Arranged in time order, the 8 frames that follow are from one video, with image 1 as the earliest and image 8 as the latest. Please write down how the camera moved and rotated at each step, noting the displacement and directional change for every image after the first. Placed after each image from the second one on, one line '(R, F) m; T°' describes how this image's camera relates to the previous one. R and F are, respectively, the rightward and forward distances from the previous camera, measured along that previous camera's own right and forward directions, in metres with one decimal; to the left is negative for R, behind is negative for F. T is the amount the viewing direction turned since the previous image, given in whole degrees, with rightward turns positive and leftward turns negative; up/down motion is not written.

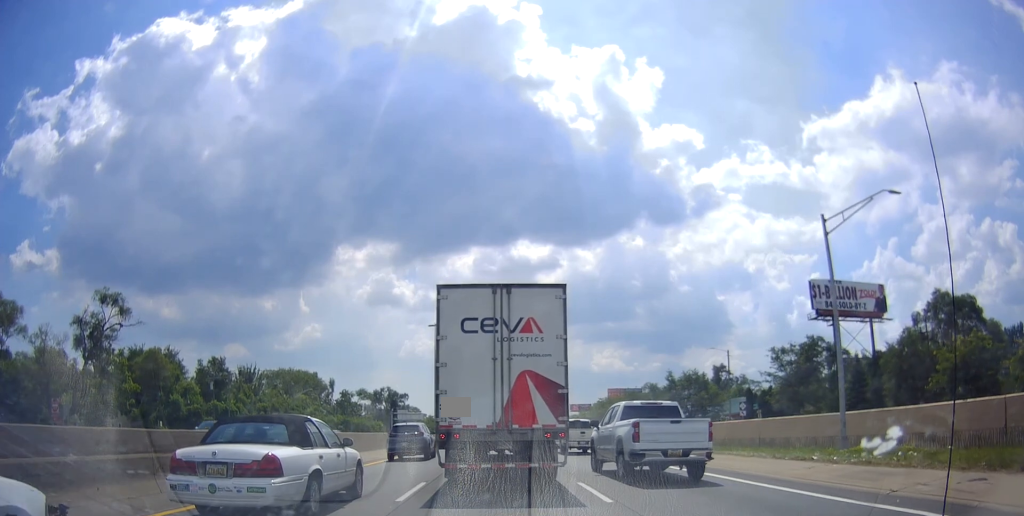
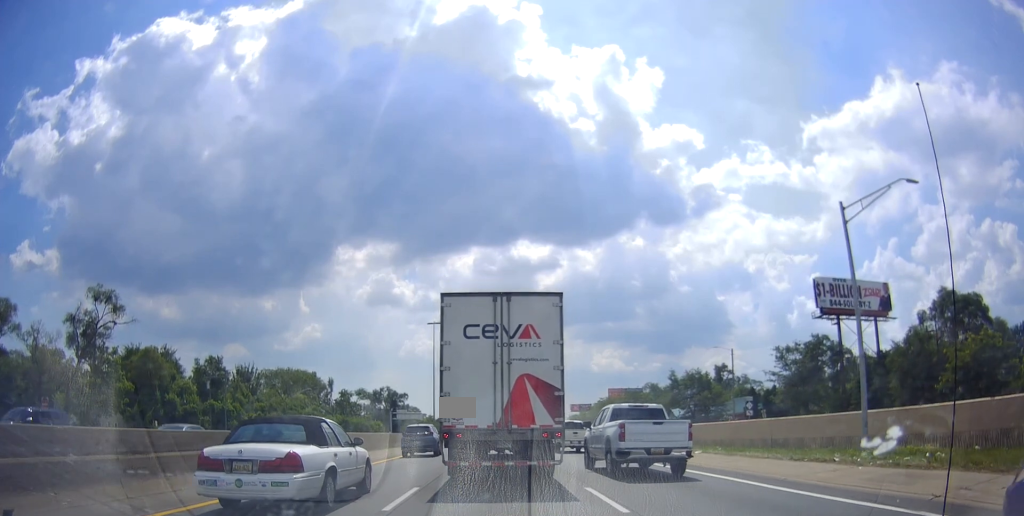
(0.0, +1.4) m; 0°
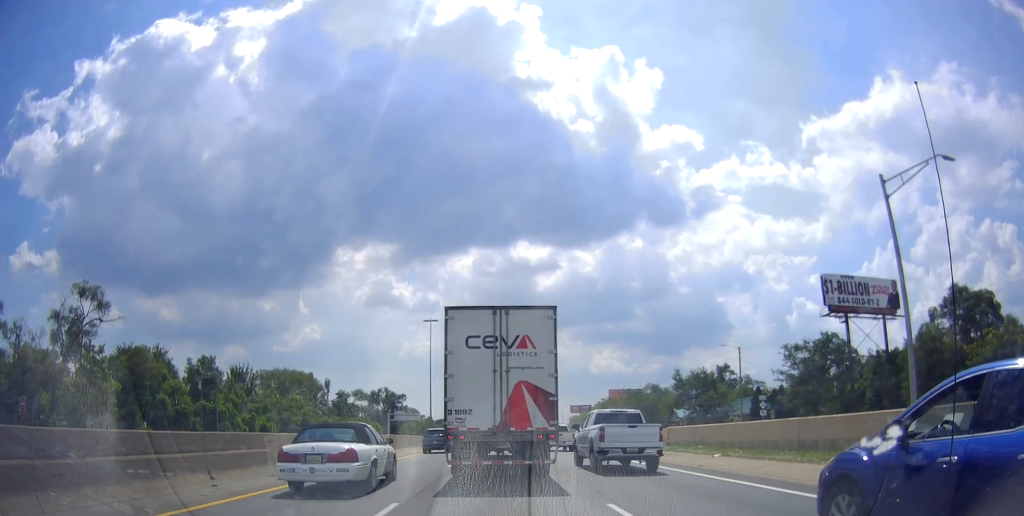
(0.0, +2.5) m; 0°
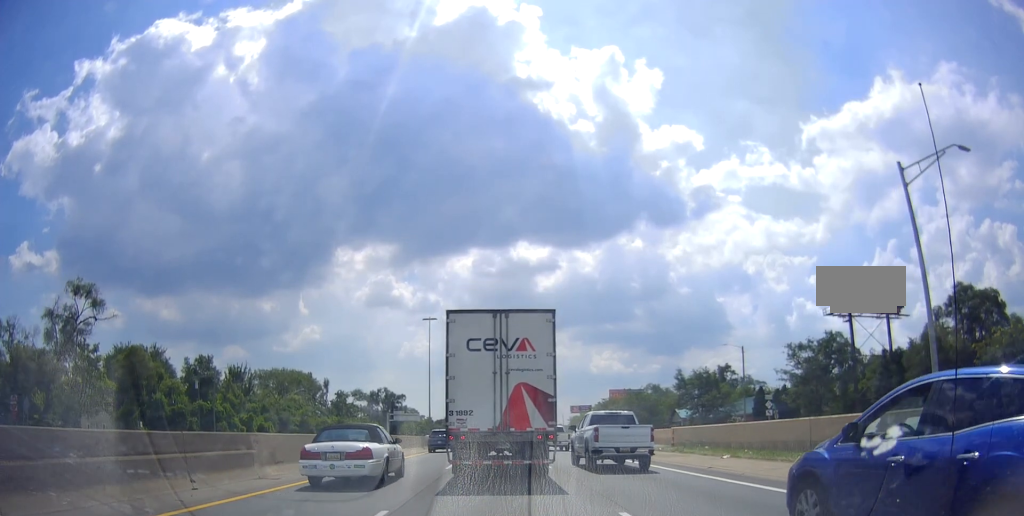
(0.0, +0.8) m; 0°
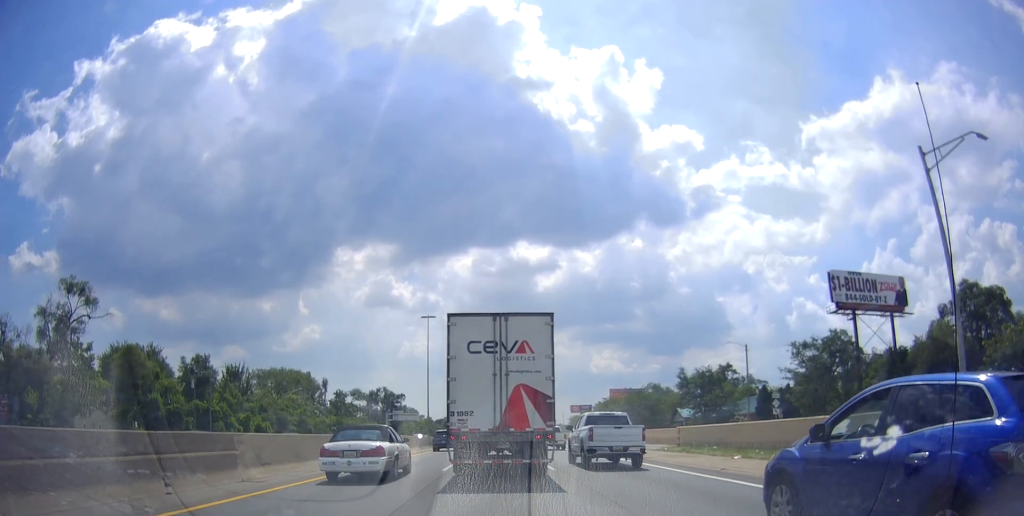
(0.0, +0.8) m; 0°
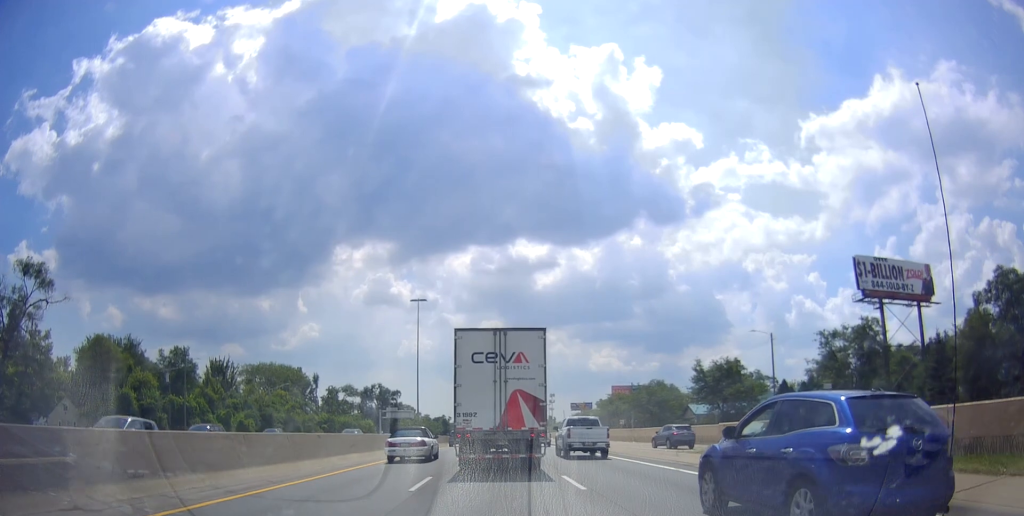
(0.0, +5.9) m; 0°
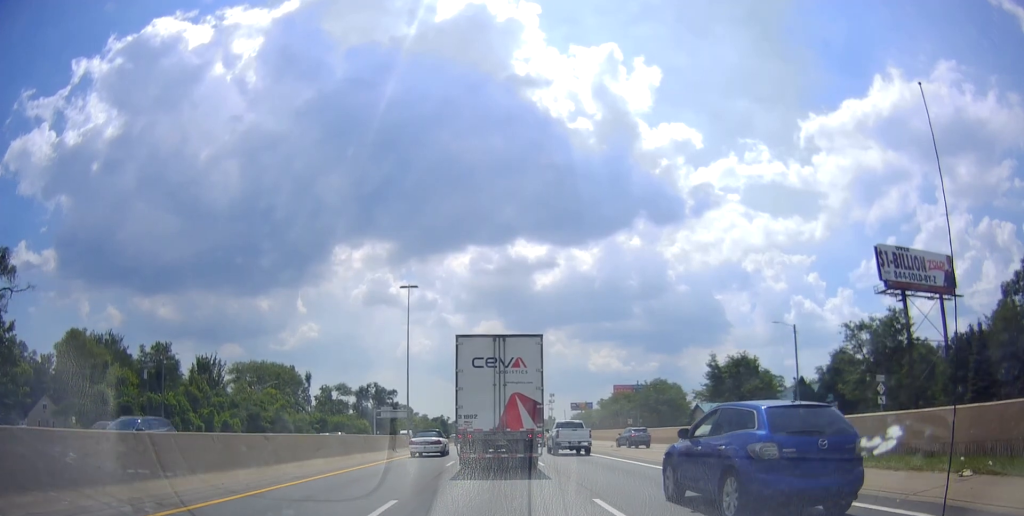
(0.0, +4.6) m; 0°
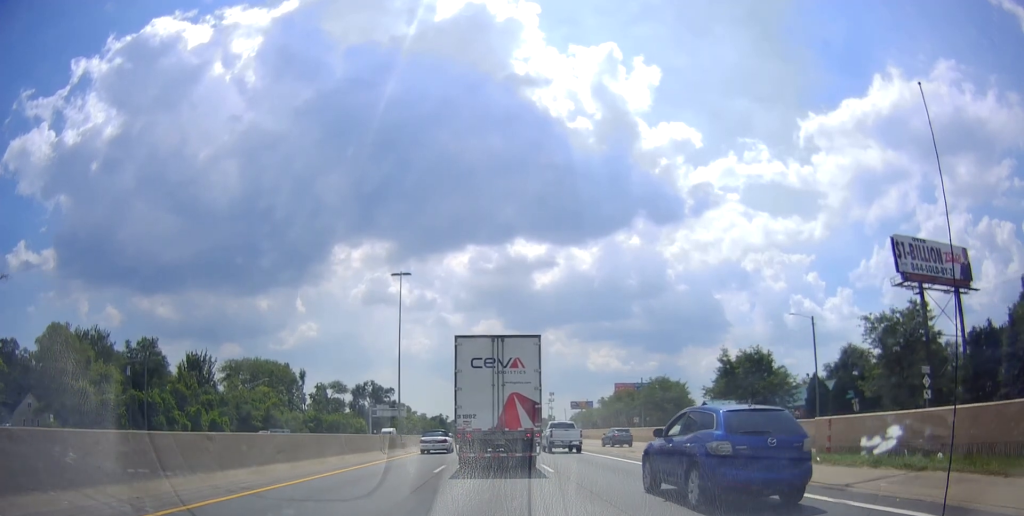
(0.0, +3.3) m; 0°
